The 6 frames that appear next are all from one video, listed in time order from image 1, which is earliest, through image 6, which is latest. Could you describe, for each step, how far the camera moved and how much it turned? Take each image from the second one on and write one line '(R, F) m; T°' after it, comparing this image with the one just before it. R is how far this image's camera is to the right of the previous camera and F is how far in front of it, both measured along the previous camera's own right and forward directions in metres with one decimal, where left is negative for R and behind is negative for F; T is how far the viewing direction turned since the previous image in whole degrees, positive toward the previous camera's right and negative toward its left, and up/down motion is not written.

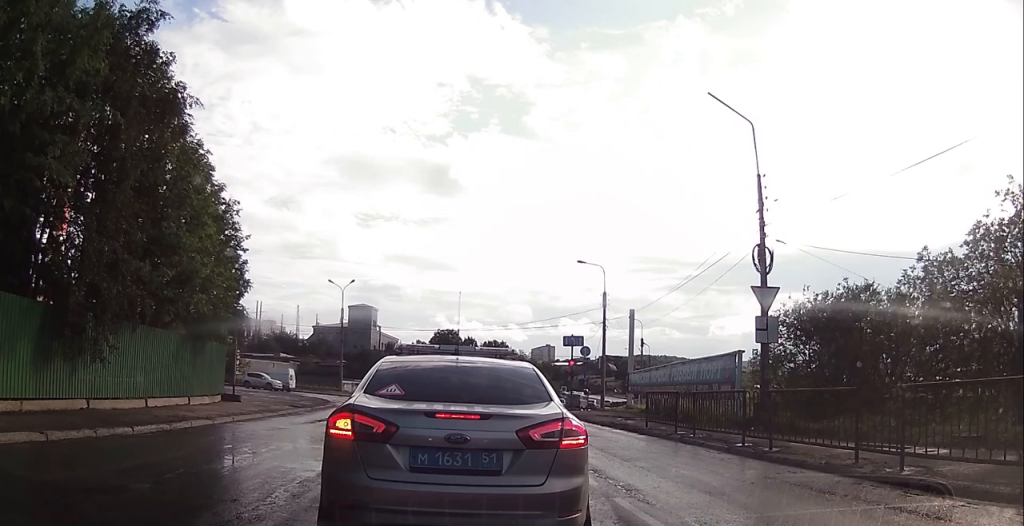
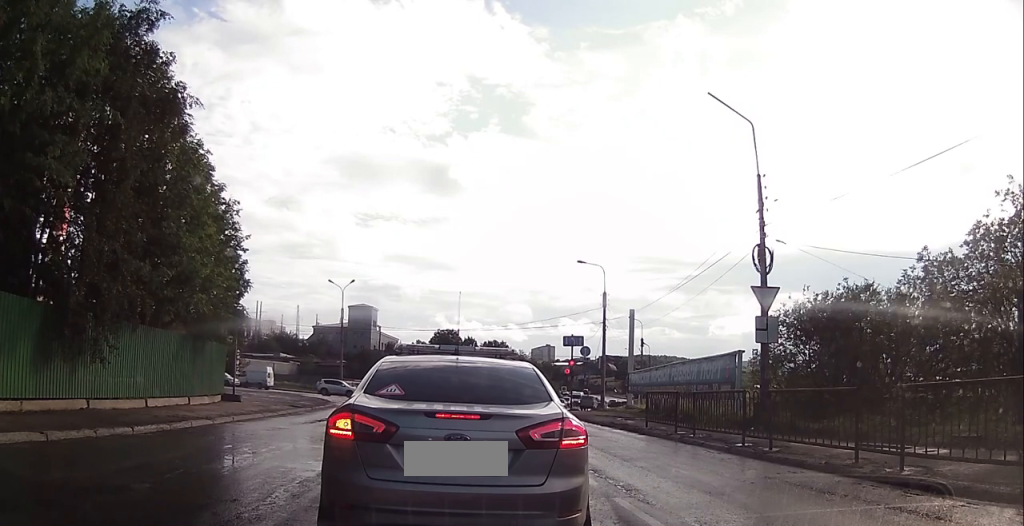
(0.0, 0.0) m; 0°
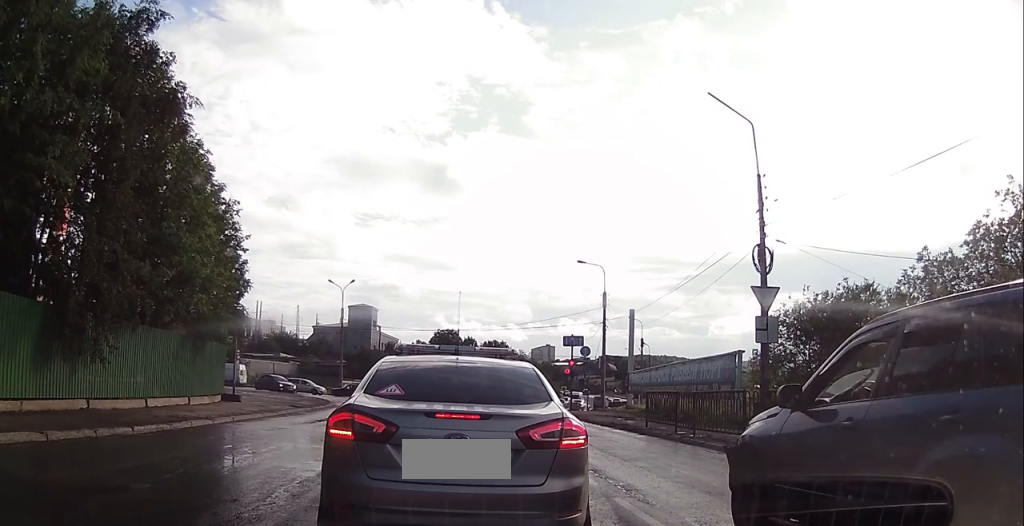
(0.0, 0.0) m; 0°
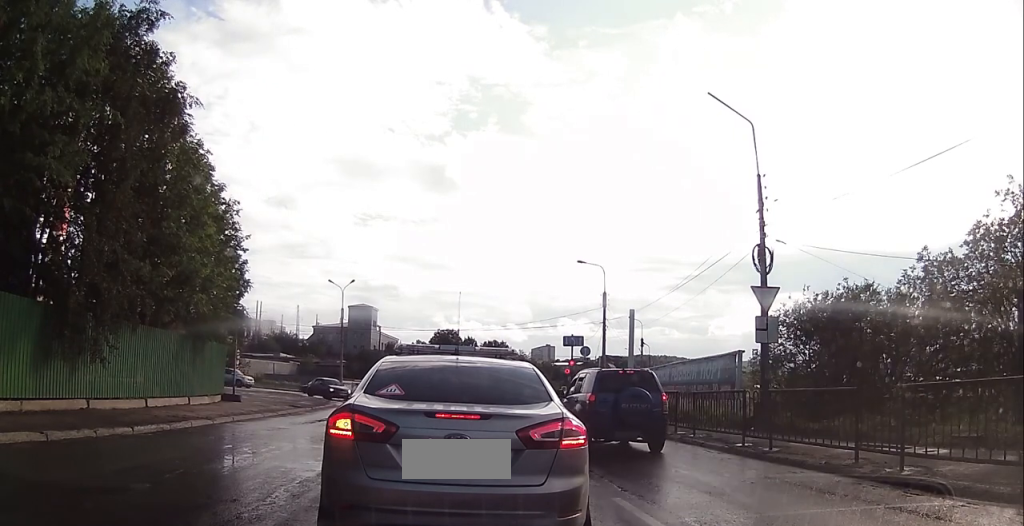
(0.0, 0.0) m; 0°
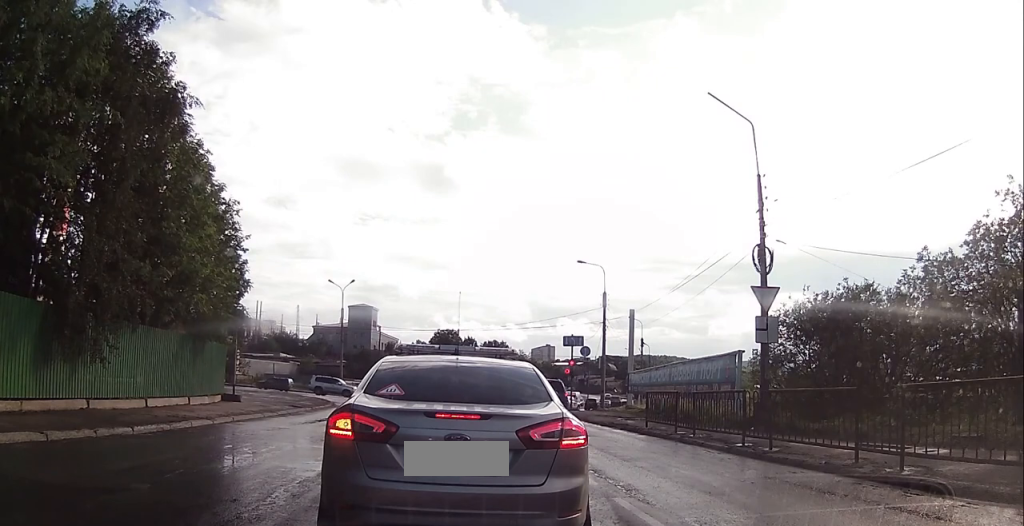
(0.0, 0.0) m; 0°
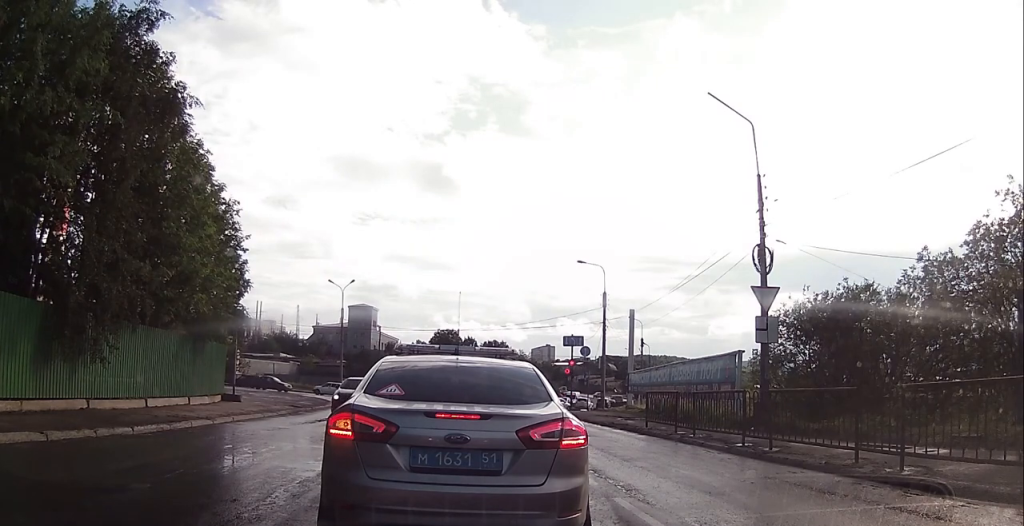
(0.0, 0.0) m; 0°
